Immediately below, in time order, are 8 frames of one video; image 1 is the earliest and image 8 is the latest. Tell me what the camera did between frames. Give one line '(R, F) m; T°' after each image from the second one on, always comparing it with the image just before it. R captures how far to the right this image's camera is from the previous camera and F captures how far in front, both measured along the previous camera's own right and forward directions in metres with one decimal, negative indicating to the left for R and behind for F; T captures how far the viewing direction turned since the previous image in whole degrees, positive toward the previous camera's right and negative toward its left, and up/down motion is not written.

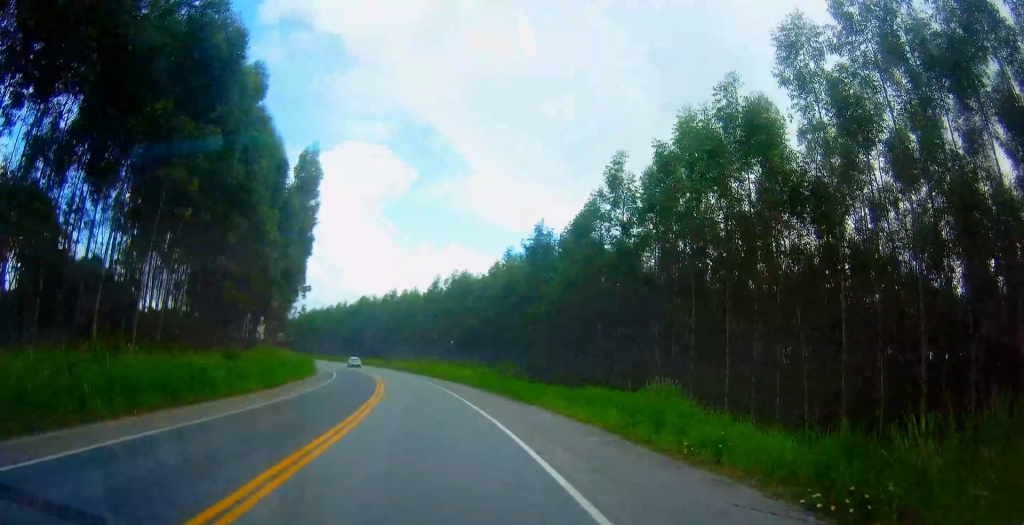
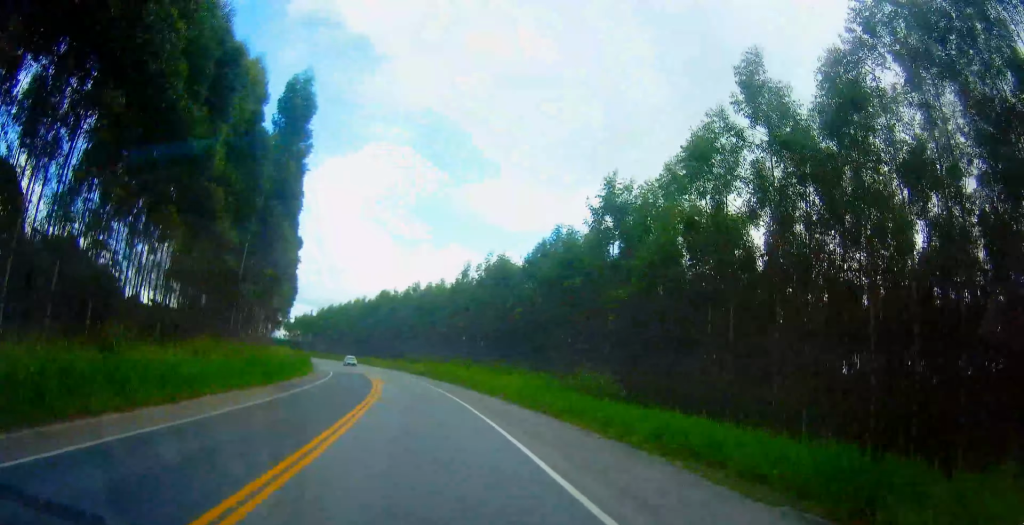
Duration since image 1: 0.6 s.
(-0.1, +15.9) m; -2°
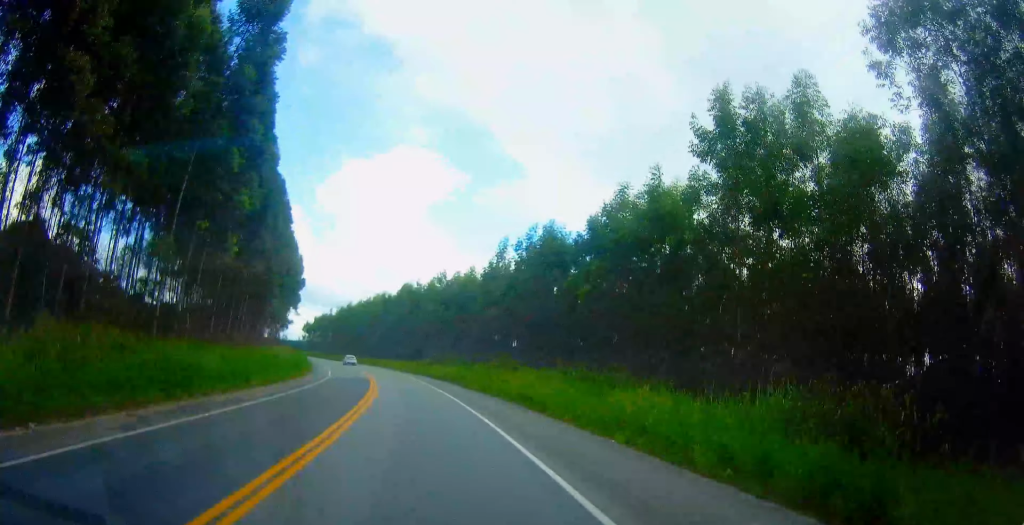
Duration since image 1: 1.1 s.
(+0.4, +14.8) m; -2°
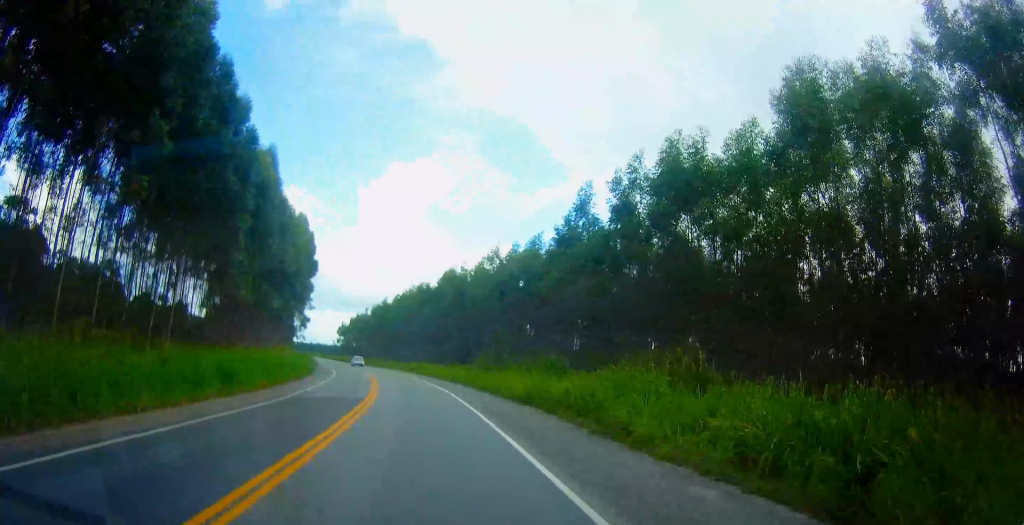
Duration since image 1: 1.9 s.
(-1.3, +21.7) m; -3°
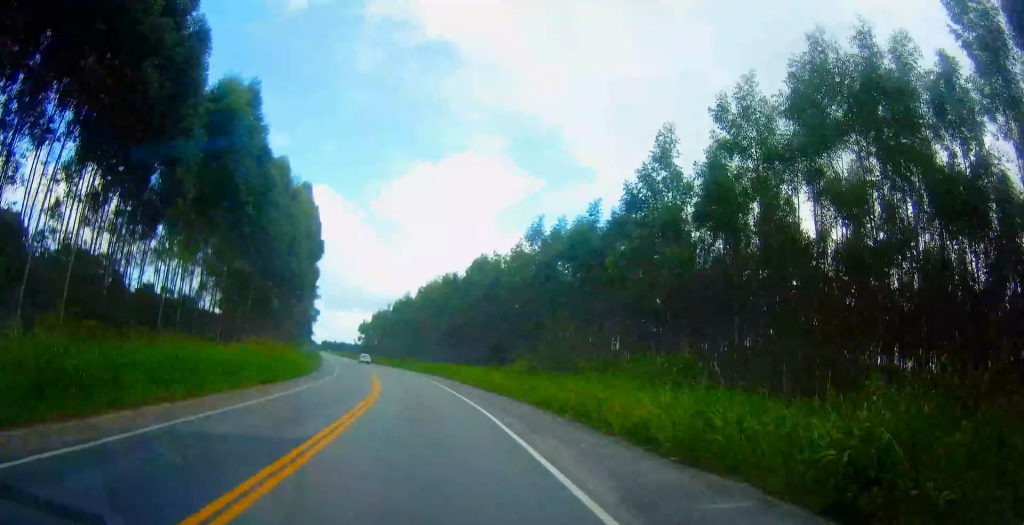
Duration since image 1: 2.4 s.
(-0.2, +12.6) m; -2°
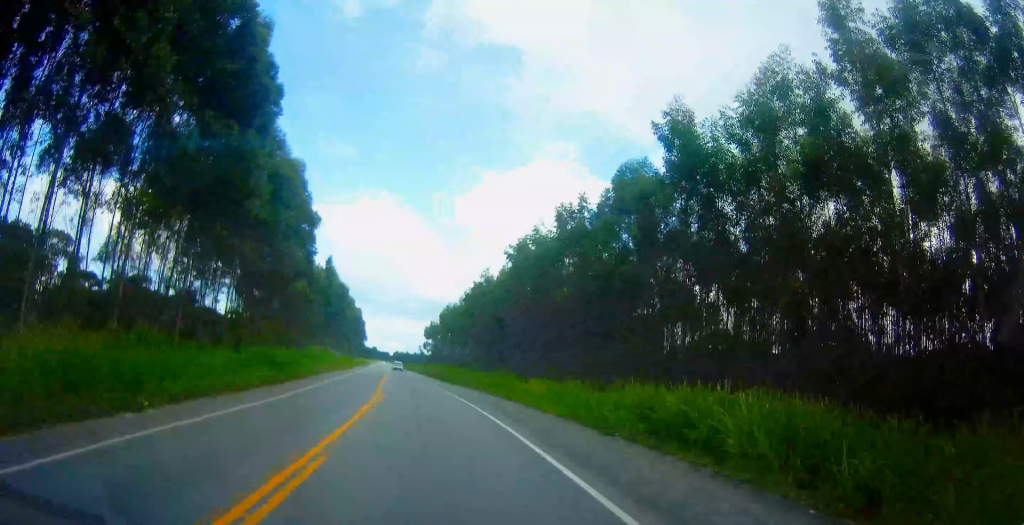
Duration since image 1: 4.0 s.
(-2.1, +43.7) m; -6°
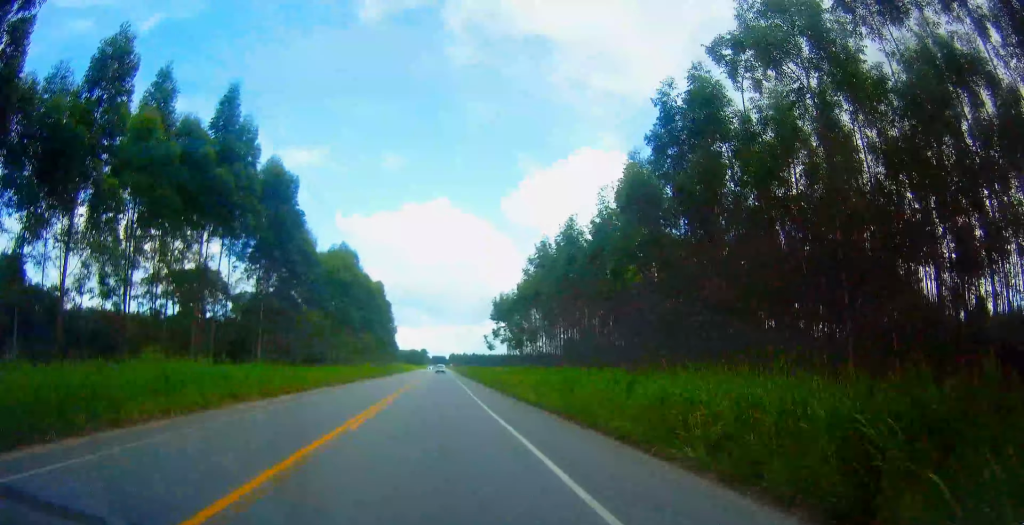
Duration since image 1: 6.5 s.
(-8.8, +70.8) m; -15°
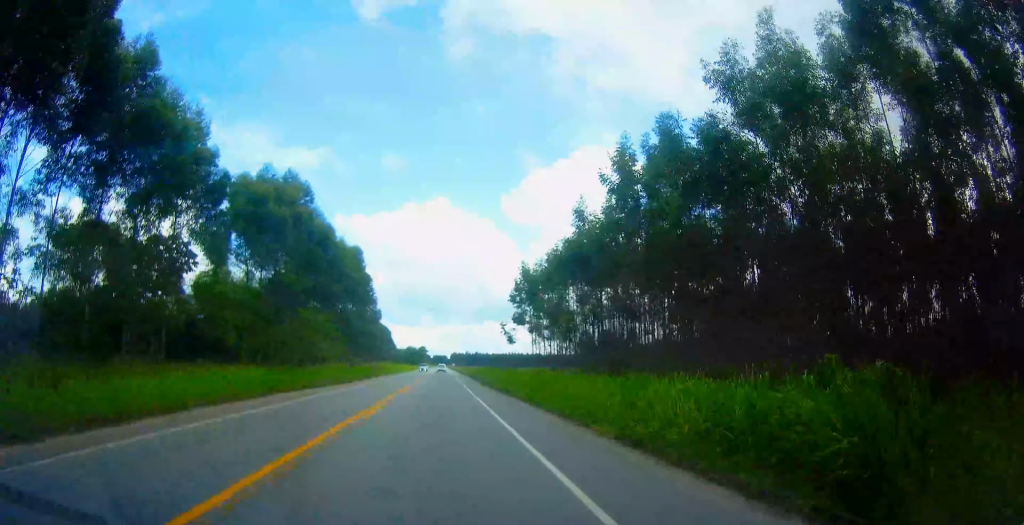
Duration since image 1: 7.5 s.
(-1.3, +29.7) m; -4°
